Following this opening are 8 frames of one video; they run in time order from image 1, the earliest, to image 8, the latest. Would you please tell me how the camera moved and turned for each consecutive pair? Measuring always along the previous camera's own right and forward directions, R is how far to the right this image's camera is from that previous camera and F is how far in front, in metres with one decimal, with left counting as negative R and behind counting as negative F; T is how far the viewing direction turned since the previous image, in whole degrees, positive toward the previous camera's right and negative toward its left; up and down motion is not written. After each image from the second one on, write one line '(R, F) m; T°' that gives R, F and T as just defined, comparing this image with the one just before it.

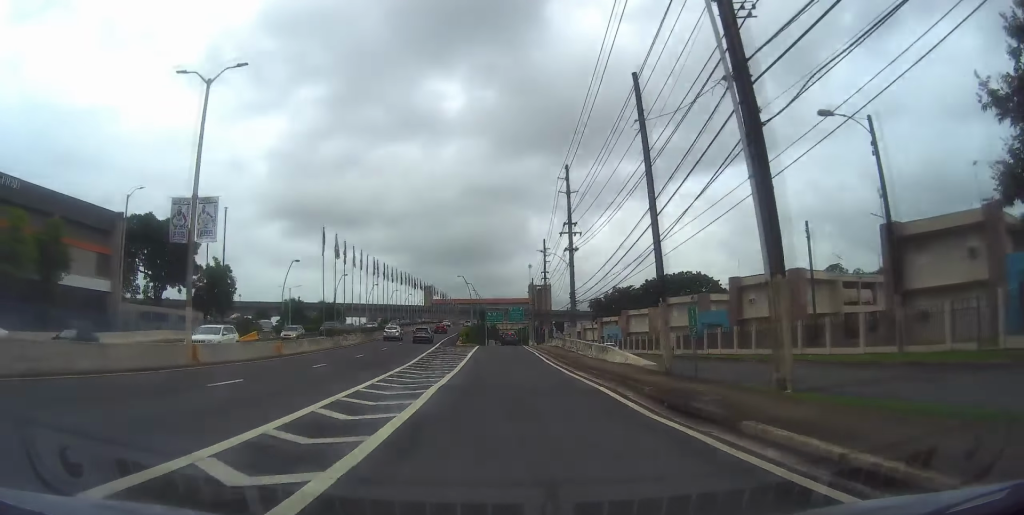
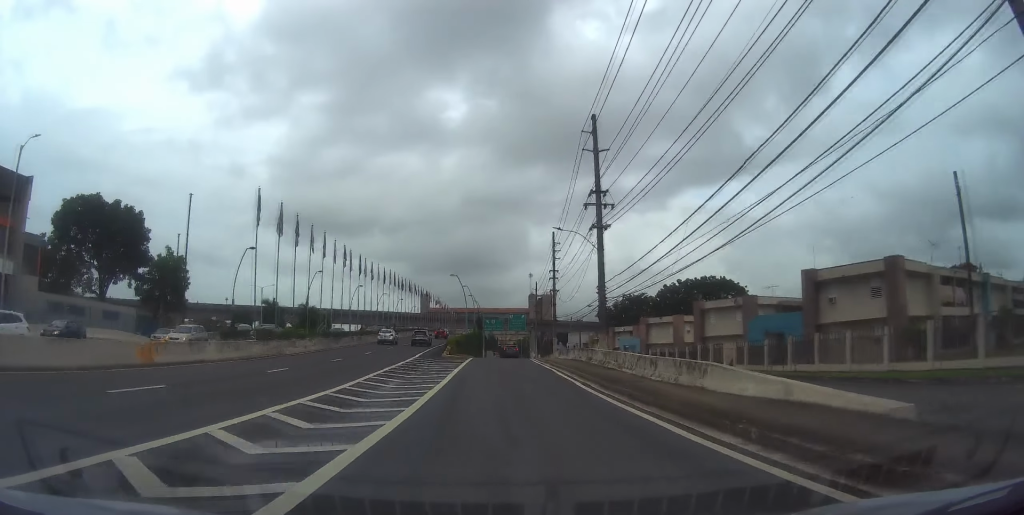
(0.0, +15.8) m; 0°
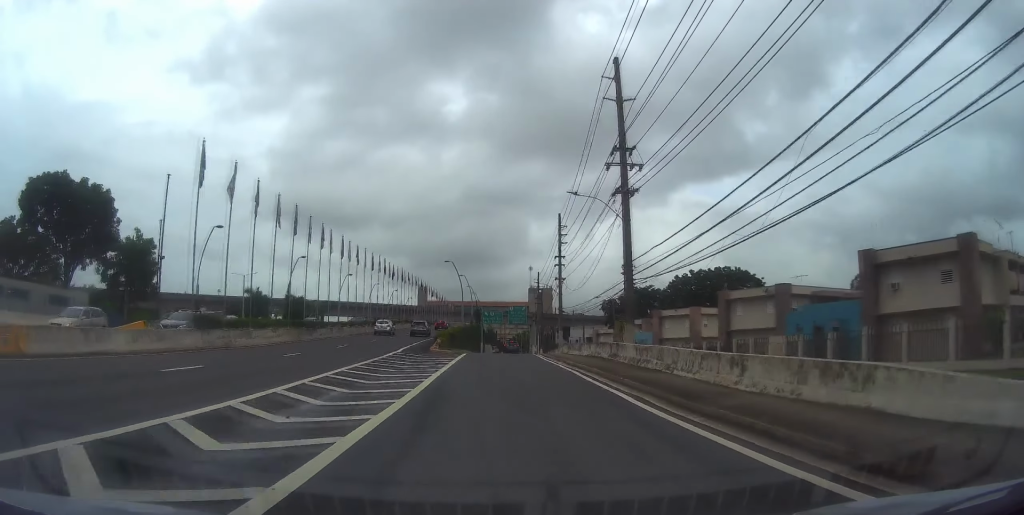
(0.0, +8.4) m; 0°
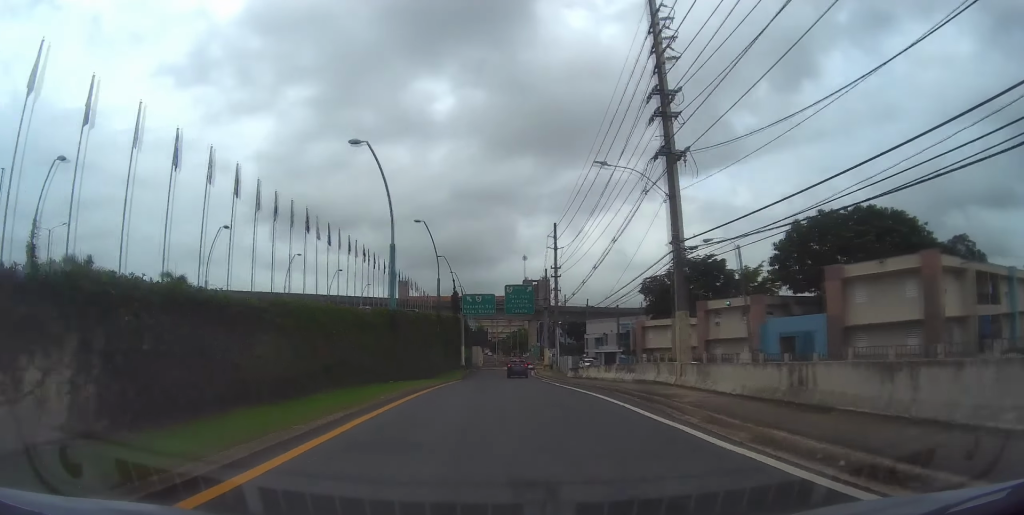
(+0.4, +51.0) m; 0°
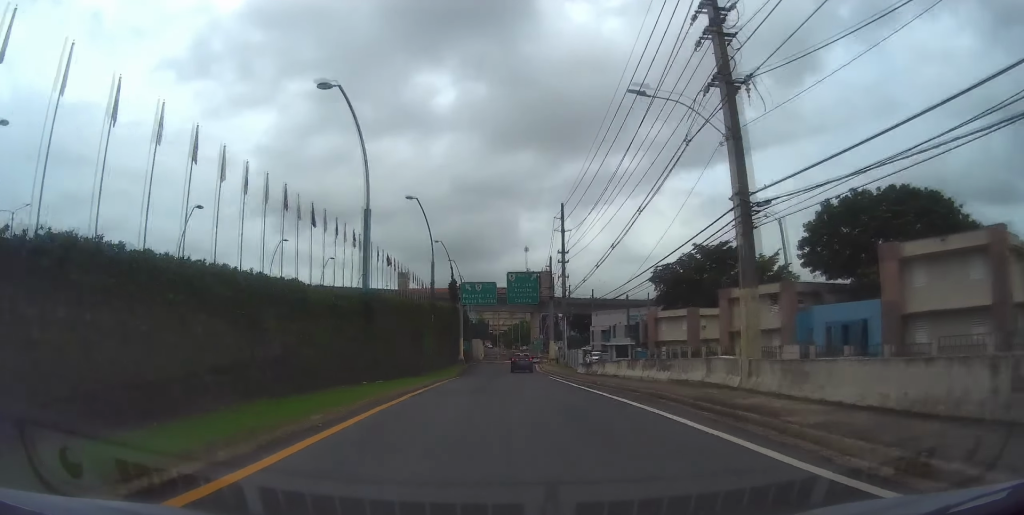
(-0.2, +6.8) m; 0°
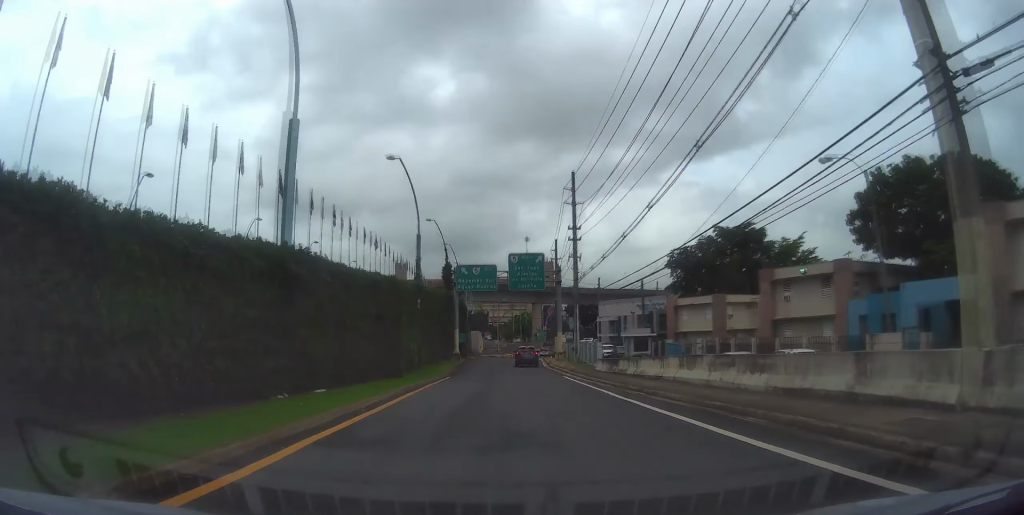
(+0.2, +9.5) m; 0°
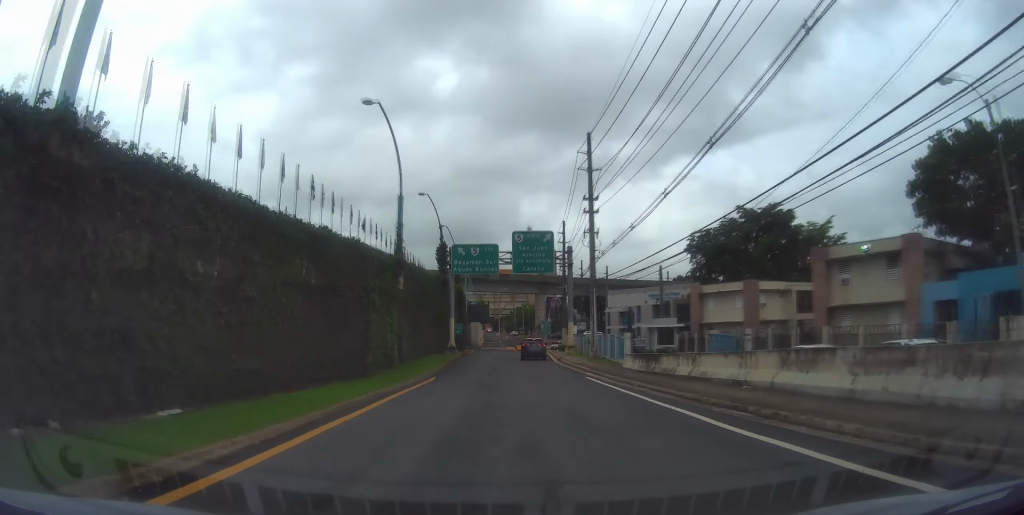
(+0.1, +8.9) m; 0°
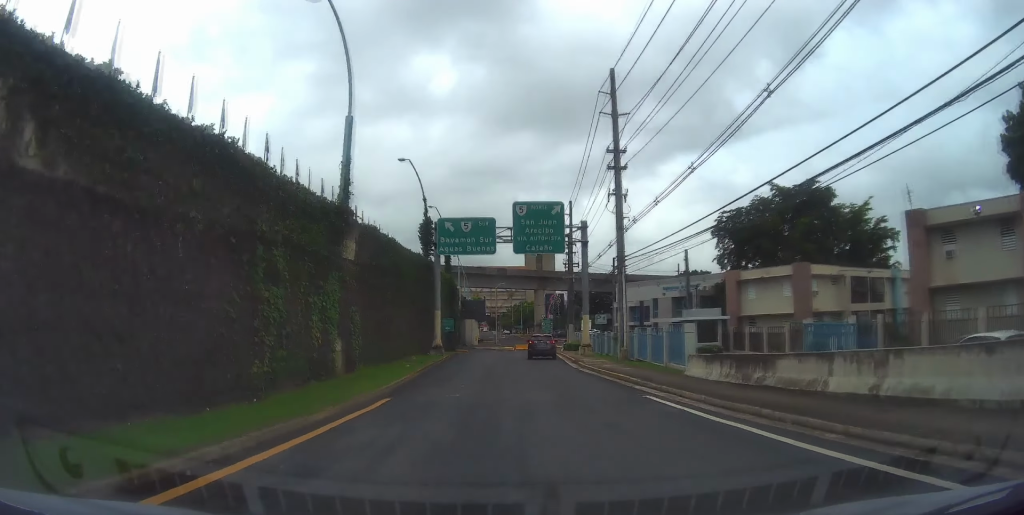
(-0.1, +11.5) m; 0°
